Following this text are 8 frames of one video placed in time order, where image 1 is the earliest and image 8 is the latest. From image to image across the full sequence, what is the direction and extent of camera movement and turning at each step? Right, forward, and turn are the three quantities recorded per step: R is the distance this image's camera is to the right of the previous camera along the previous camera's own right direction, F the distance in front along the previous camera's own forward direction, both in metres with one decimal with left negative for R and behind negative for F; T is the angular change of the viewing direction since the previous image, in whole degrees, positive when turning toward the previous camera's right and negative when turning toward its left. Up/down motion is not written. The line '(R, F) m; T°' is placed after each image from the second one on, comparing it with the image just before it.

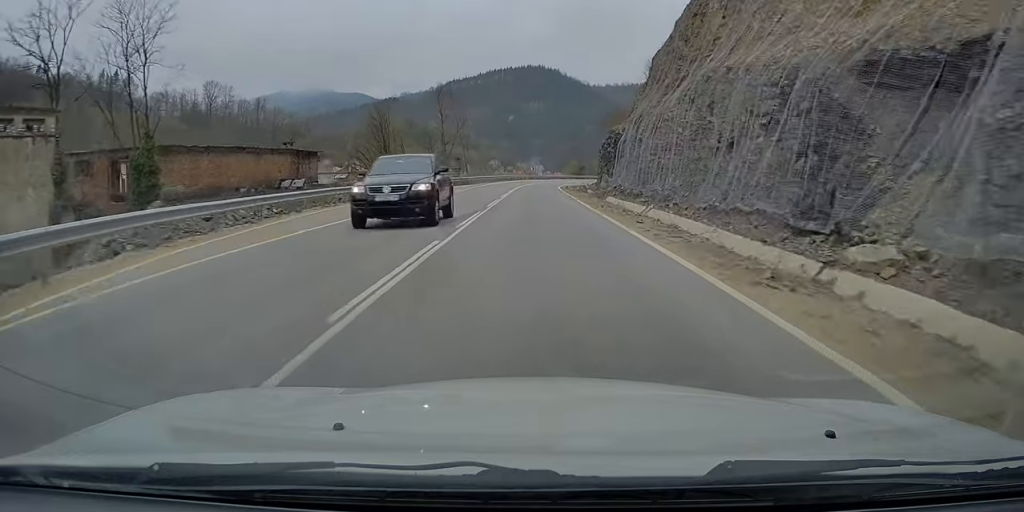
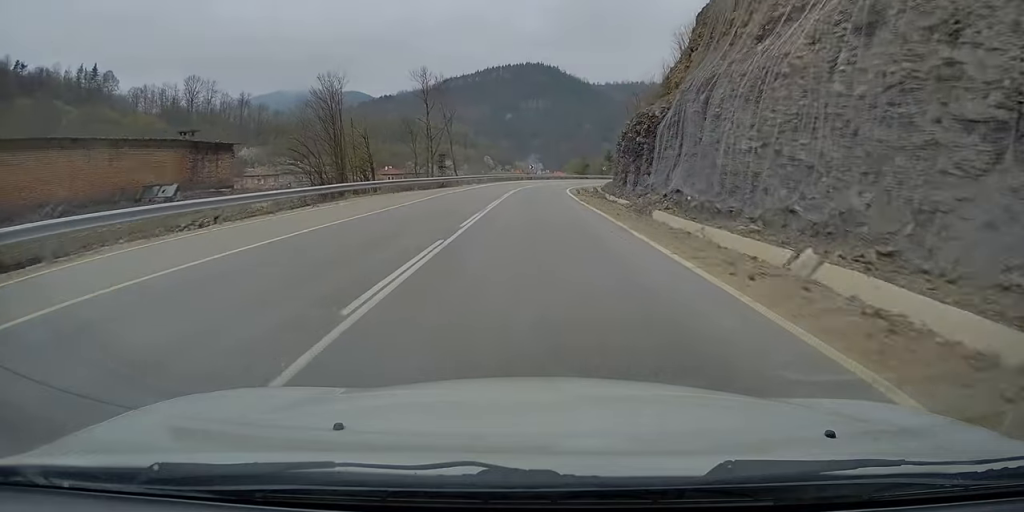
(+0.3, +17.5) m; +1°
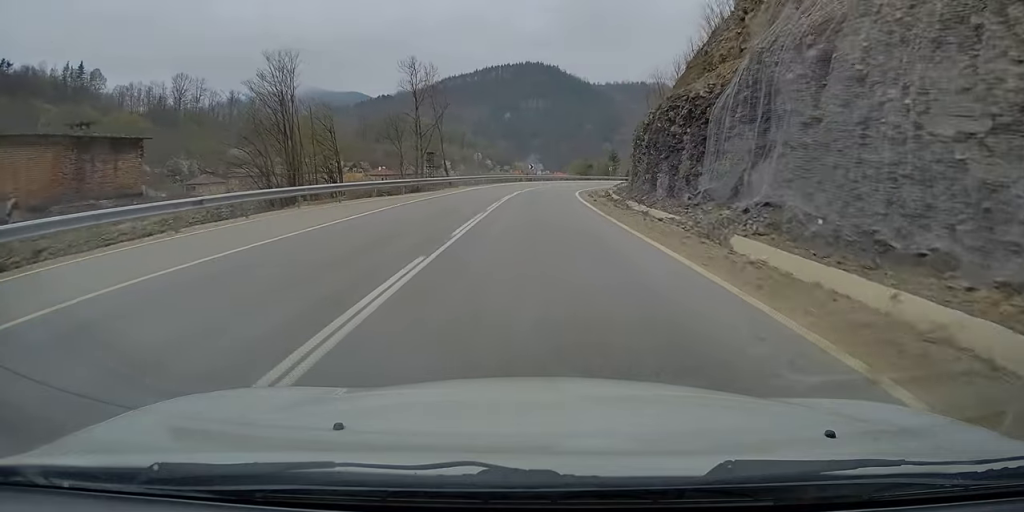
(0.0, +11.0) m; 0°
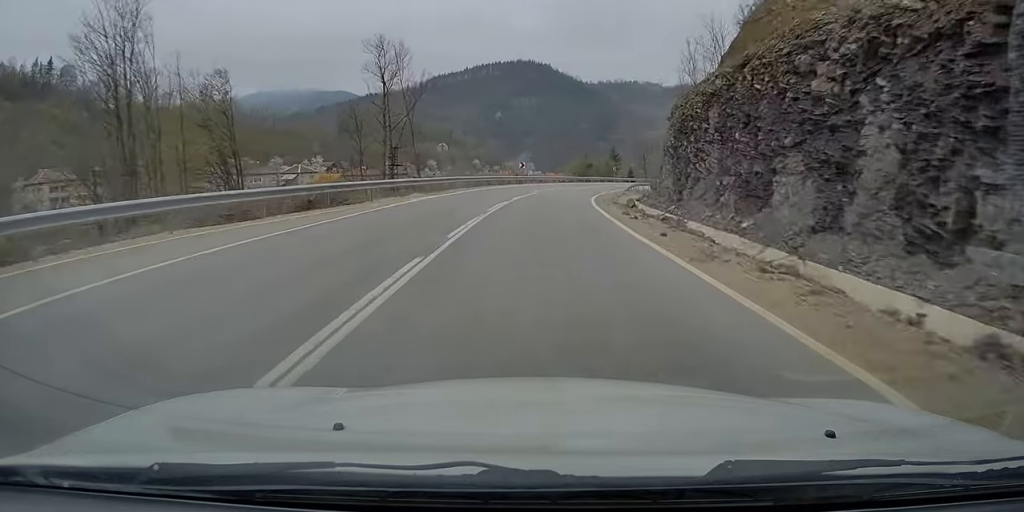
(0.0, +17.7) m; +1°
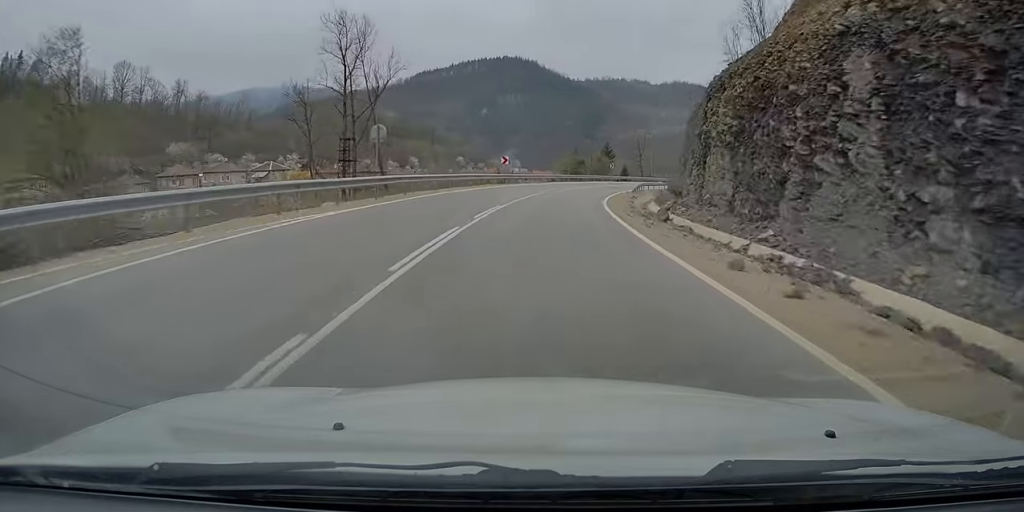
(+0.2, +12.9) m; +2°
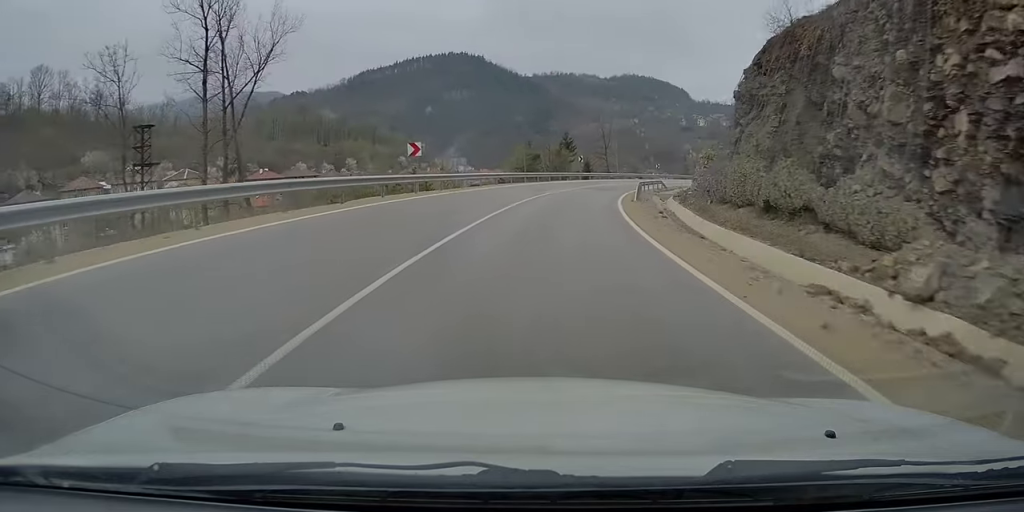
(+0.7, +23.2) m; +5°
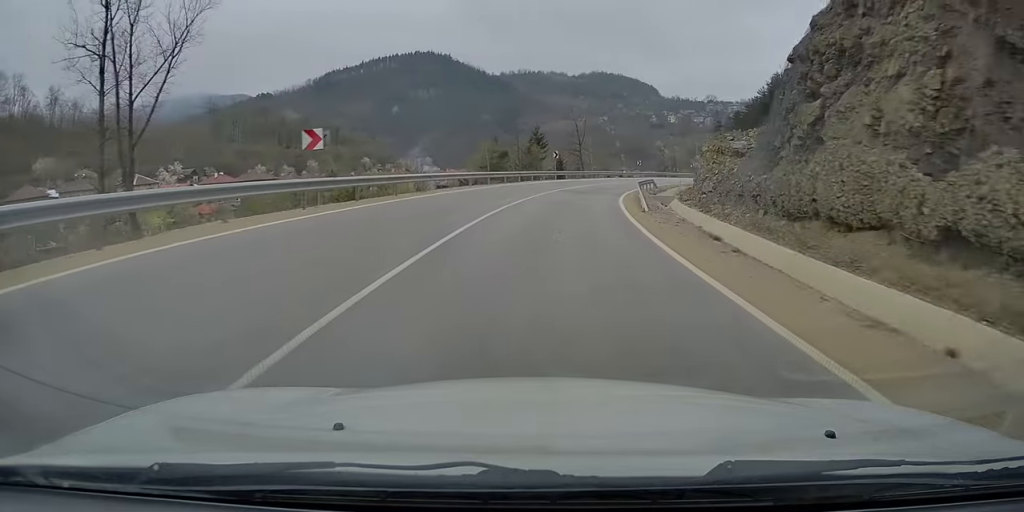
(-0.2, +10.4) m; +3°
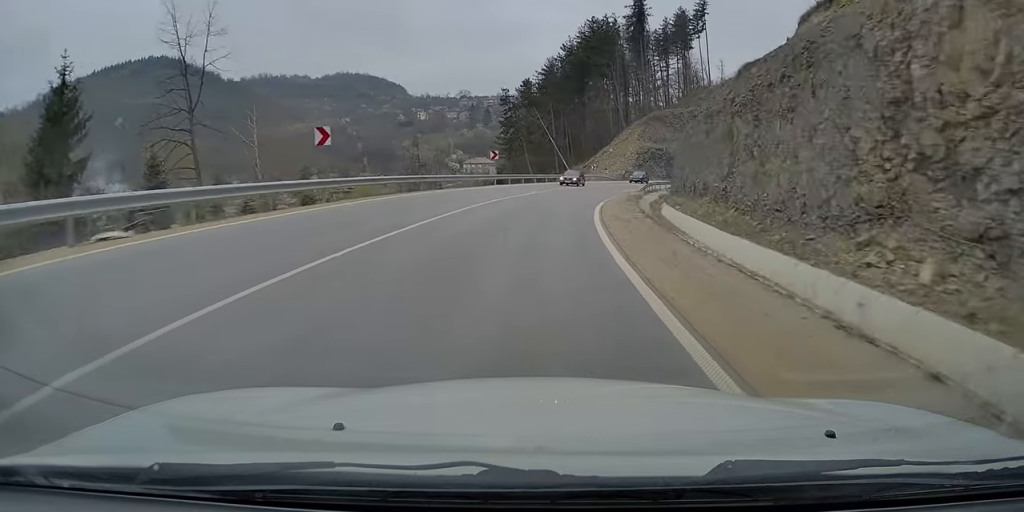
(+14.5, +69.3) m; +23°
